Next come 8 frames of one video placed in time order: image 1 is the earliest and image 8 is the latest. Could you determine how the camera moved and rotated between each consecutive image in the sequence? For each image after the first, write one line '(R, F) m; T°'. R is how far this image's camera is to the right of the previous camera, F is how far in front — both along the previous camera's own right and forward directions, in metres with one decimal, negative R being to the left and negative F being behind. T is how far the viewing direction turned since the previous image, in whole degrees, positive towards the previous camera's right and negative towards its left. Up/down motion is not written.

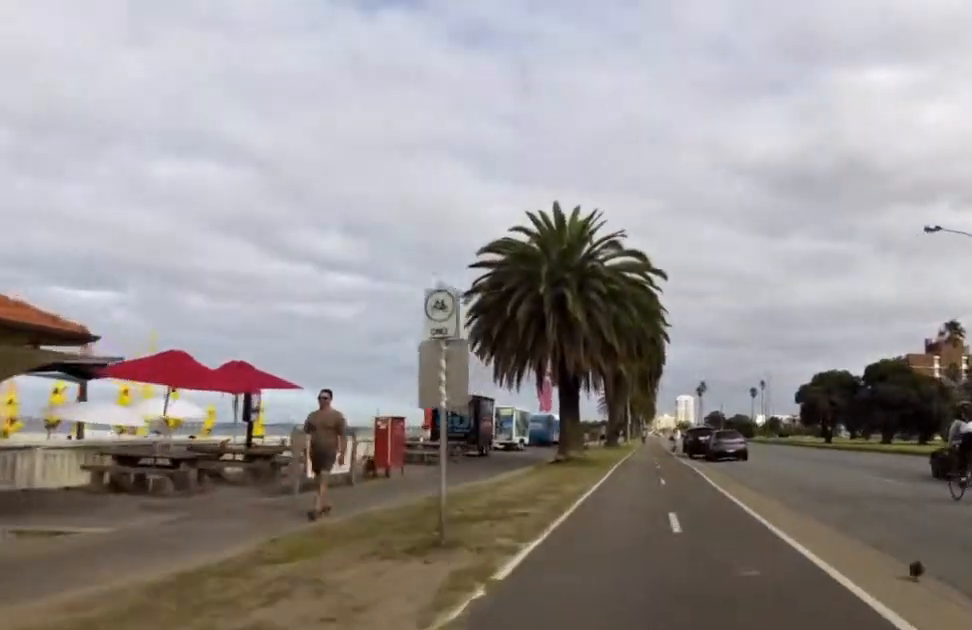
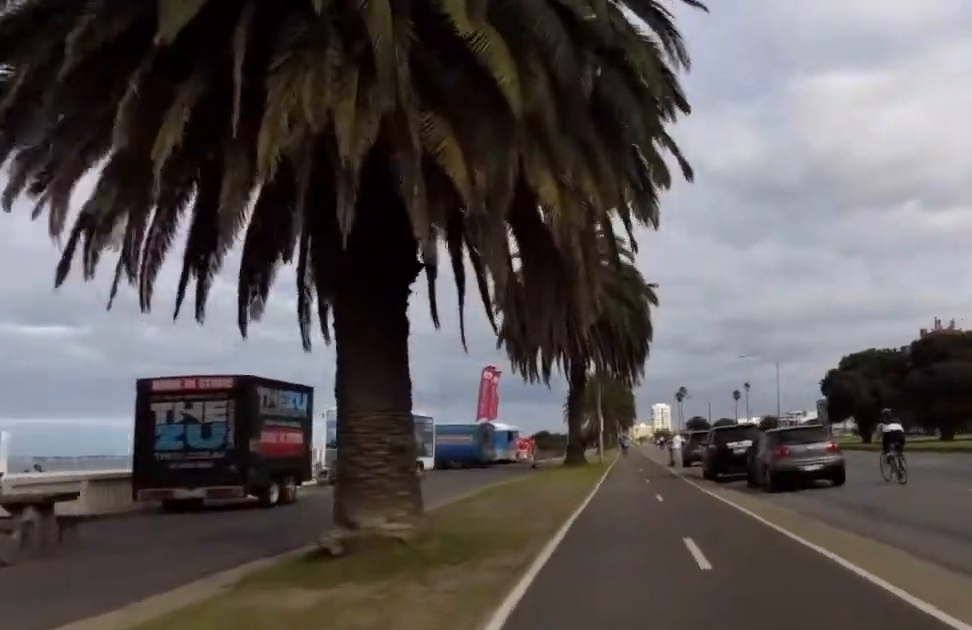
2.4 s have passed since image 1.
(-1.0, +18.6) m; +2°
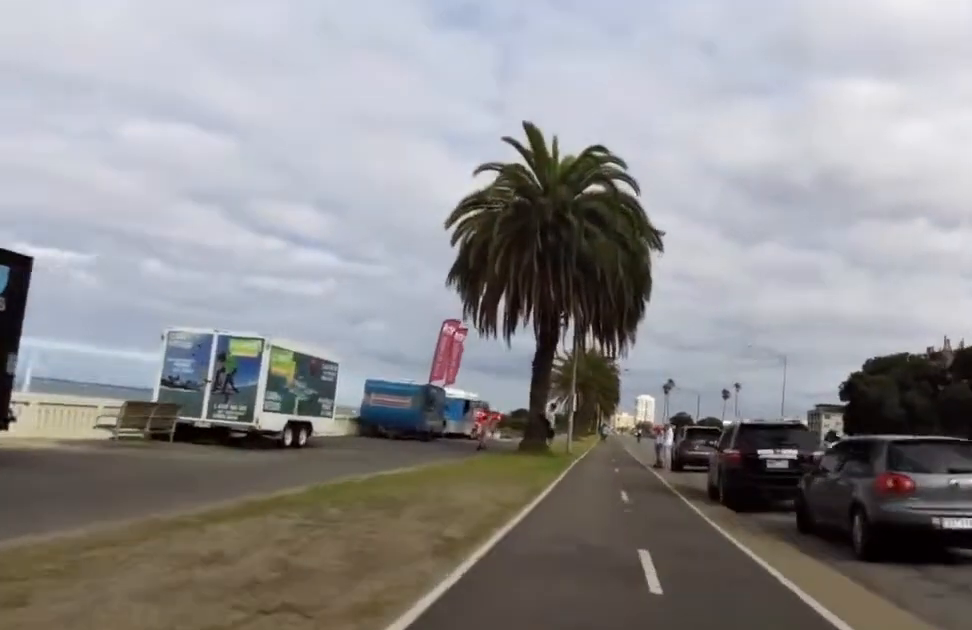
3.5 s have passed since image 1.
(+1.1, +8.3) m; 0°
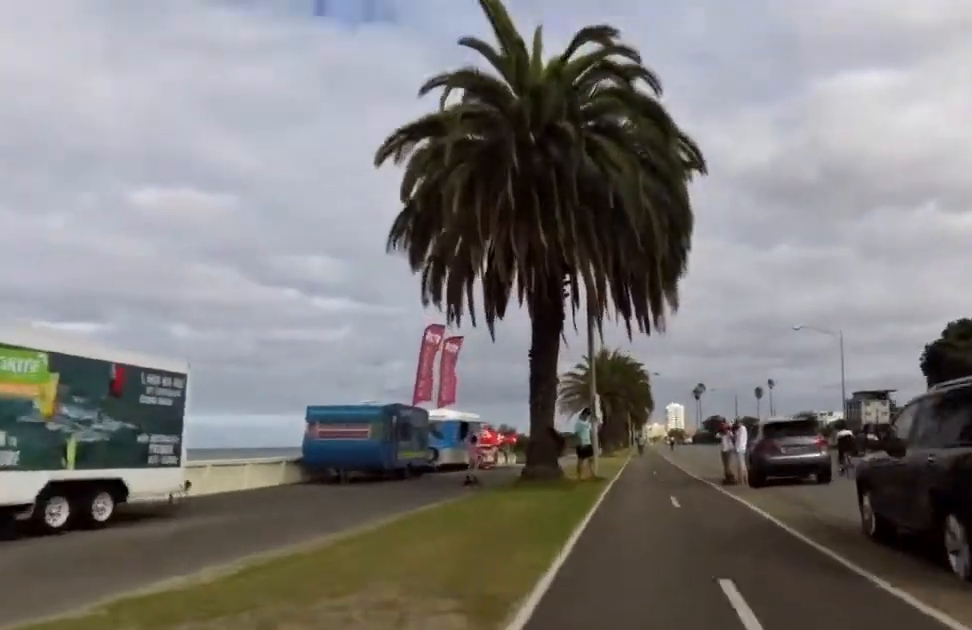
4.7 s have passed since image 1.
(-0.6, +8.8) m; 0°
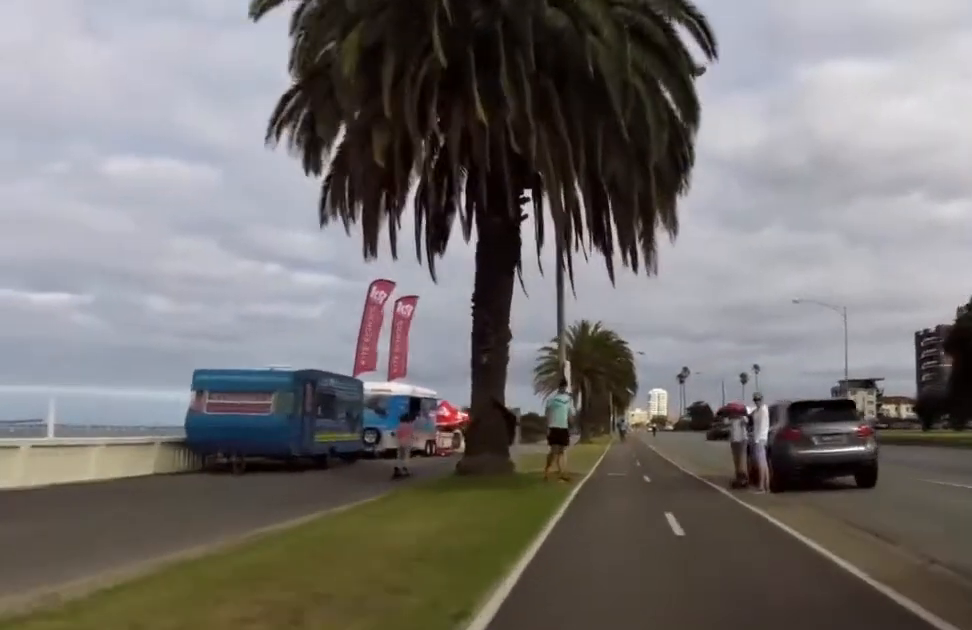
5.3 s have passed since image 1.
(+1.0, +5.0) m; 0°
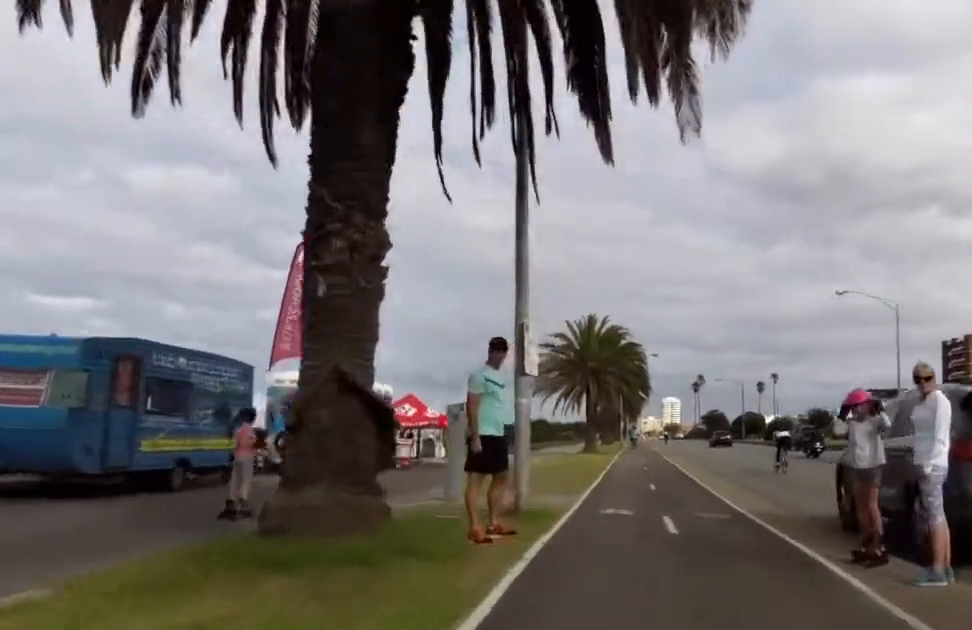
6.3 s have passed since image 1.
(-1.7, +7.2) m; -1°
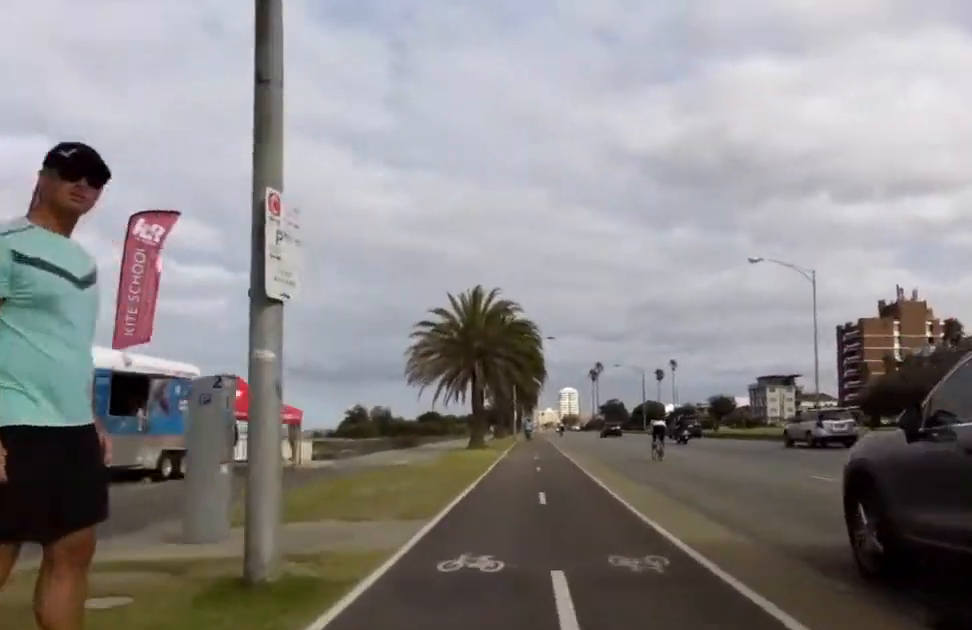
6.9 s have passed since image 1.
(+1.1, +4.4) m; 0°
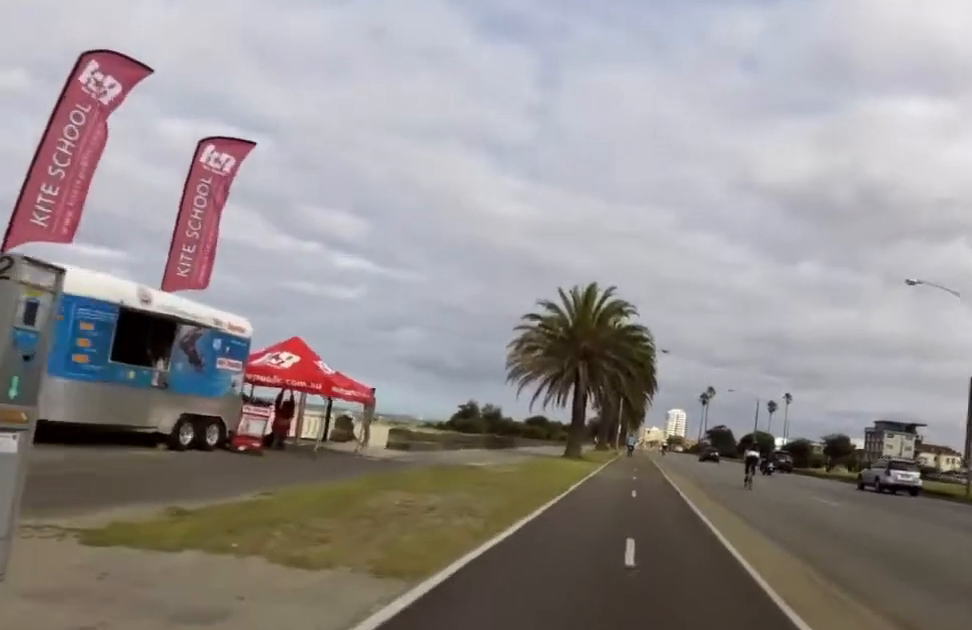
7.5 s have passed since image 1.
(+0.3, +4.2) m; -2°
